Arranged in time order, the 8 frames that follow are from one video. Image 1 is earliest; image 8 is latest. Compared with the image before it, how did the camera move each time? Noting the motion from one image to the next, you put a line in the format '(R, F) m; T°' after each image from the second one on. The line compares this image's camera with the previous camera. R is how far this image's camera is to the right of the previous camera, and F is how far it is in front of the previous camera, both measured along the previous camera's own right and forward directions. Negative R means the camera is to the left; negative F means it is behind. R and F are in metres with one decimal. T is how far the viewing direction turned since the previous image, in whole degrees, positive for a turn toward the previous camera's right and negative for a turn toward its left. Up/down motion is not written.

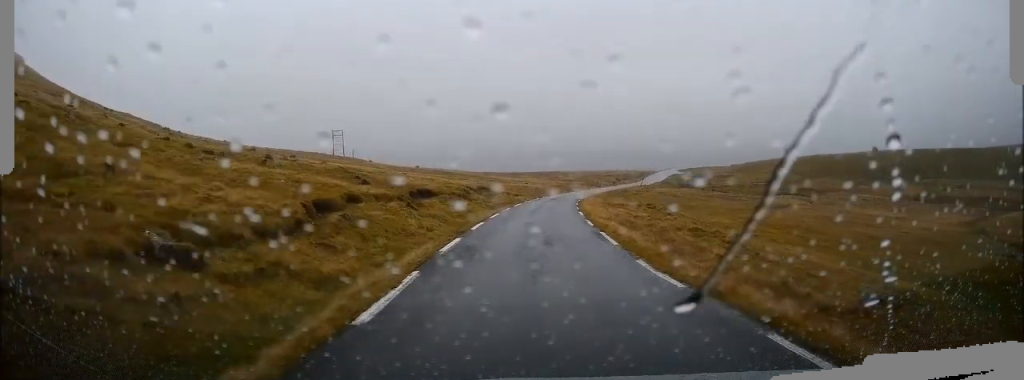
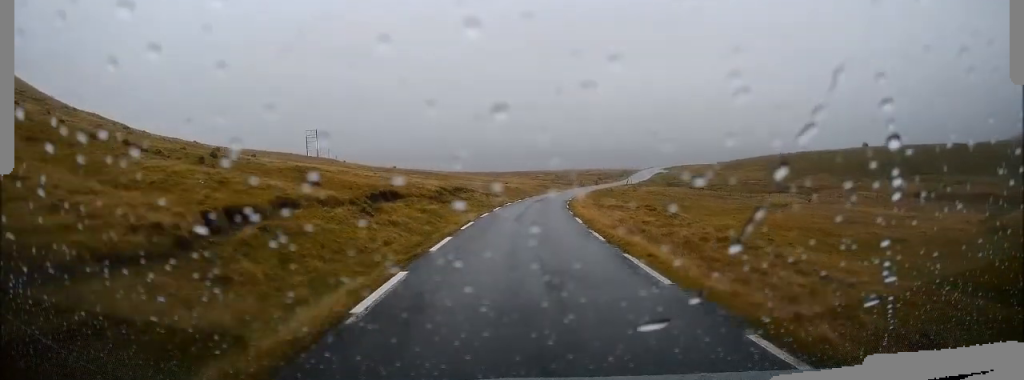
(-0.3, +5.5) m; +2°
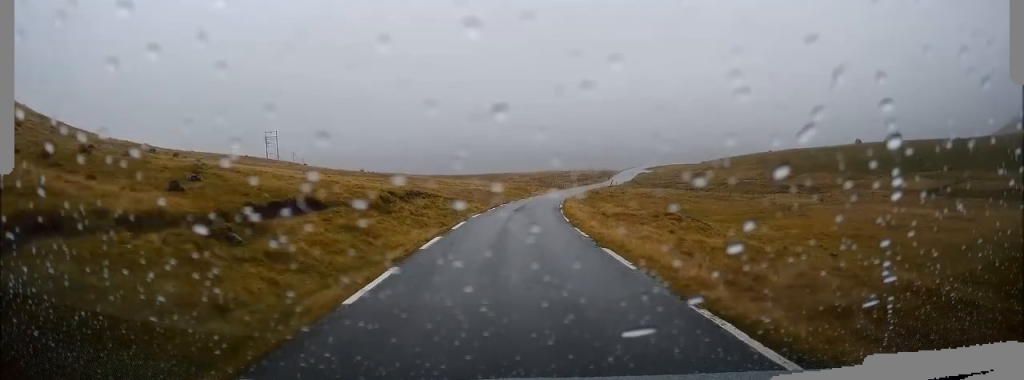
(+0.7, +10.6) m; +3°
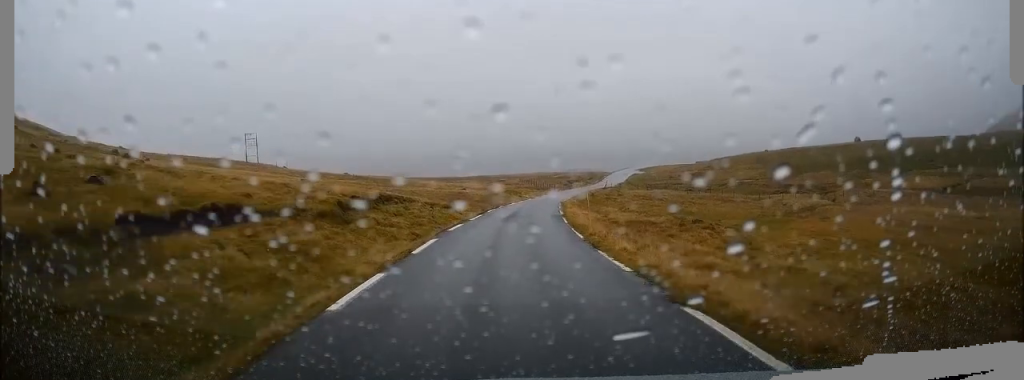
(+0.1, +5.8) m; +1°
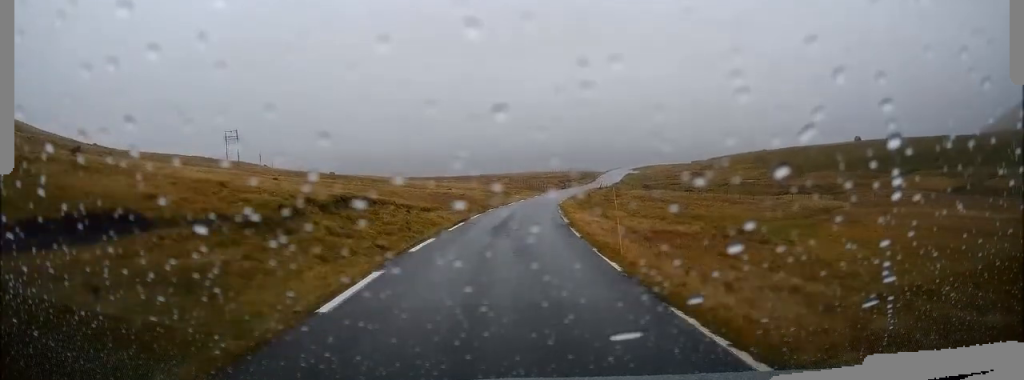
(-0.2, +5.6) m; 0°
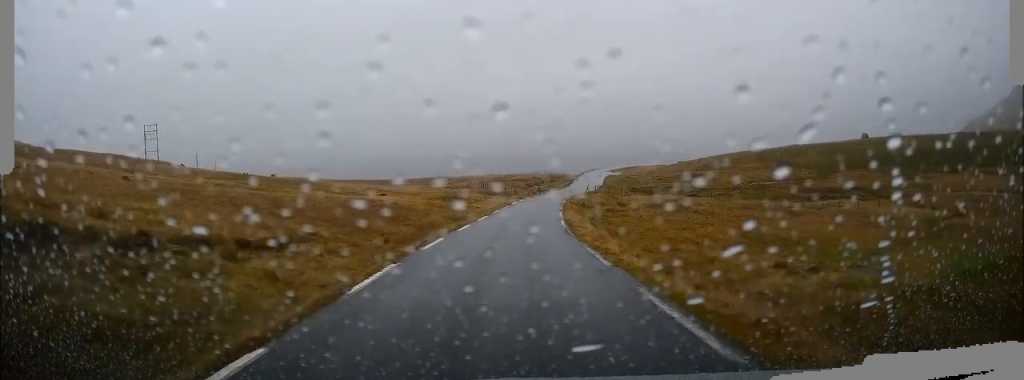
(+1.2, +21.3) m; +7°
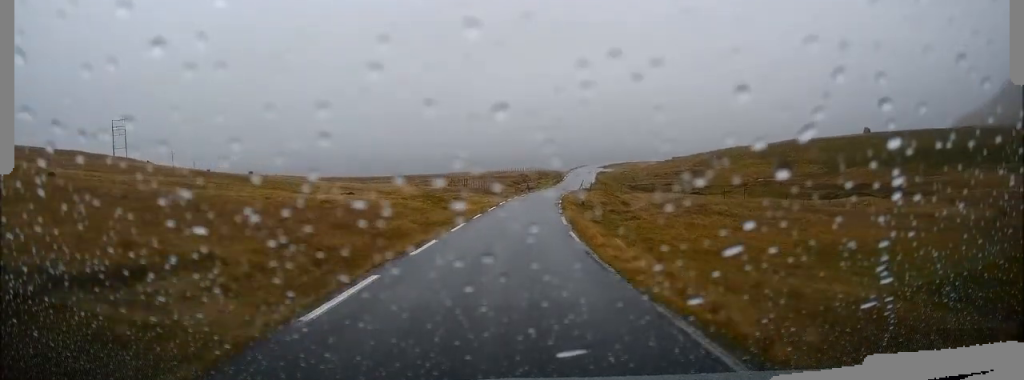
(+0.2, +7.2) m; +2°
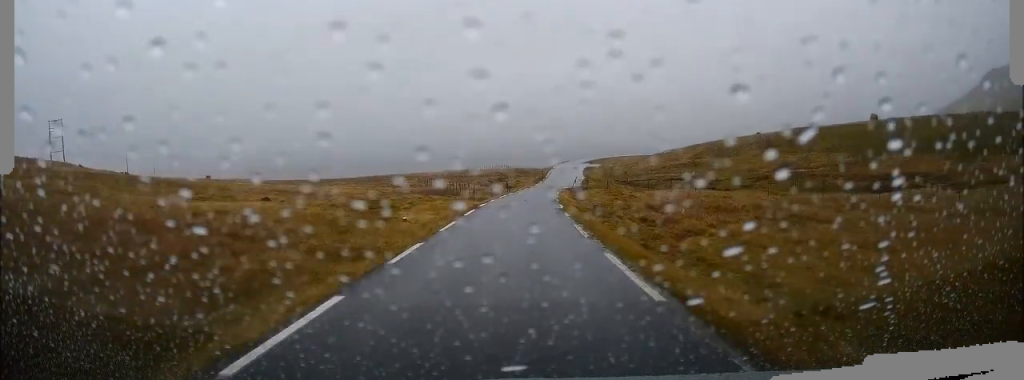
(0.0, +13.9) m; 0°
